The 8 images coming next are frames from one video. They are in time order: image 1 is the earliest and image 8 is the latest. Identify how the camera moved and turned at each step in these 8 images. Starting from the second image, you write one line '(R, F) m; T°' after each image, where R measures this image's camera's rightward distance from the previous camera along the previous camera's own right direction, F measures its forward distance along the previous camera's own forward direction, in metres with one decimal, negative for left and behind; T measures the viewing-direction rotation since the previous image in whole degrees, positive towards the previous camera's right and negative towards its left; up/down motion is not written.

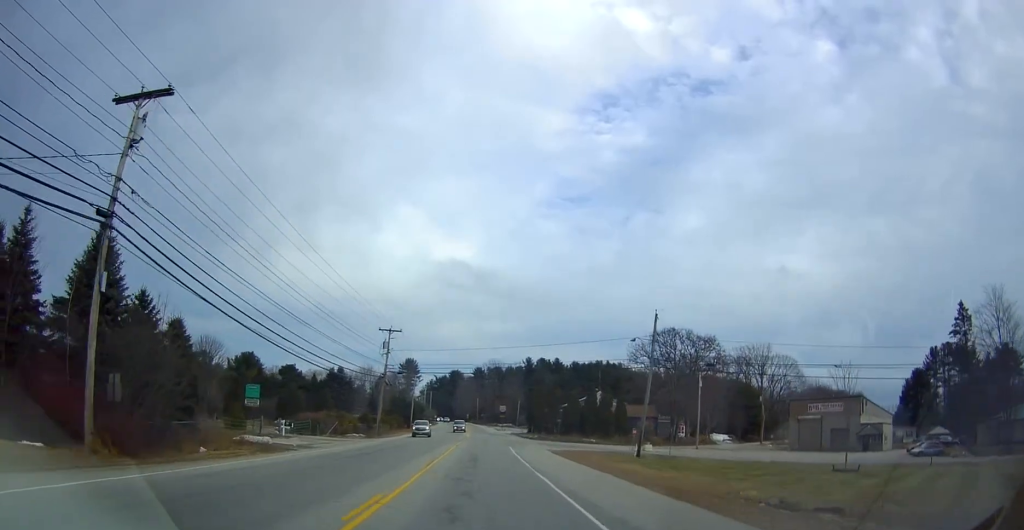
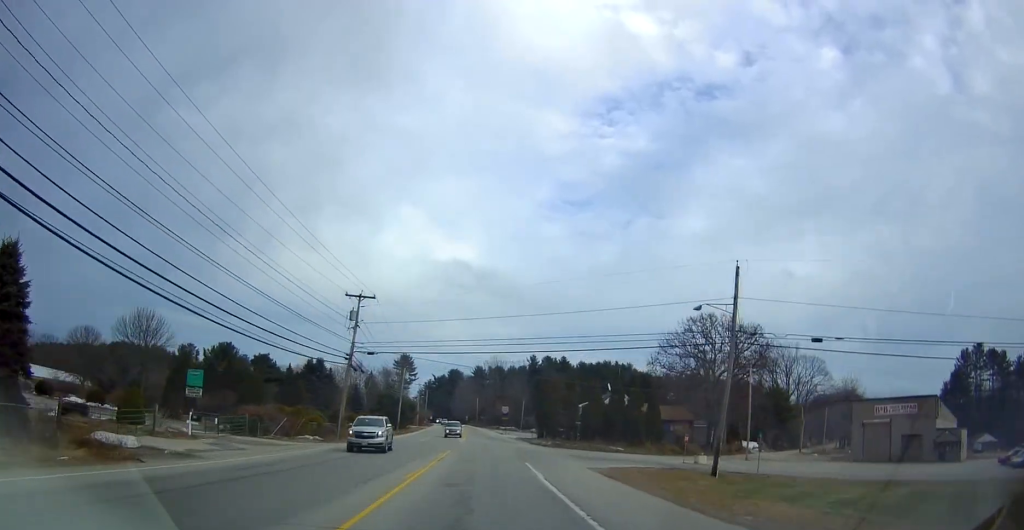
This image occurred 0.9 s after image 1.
(+0.1, +16.7) m; +1°
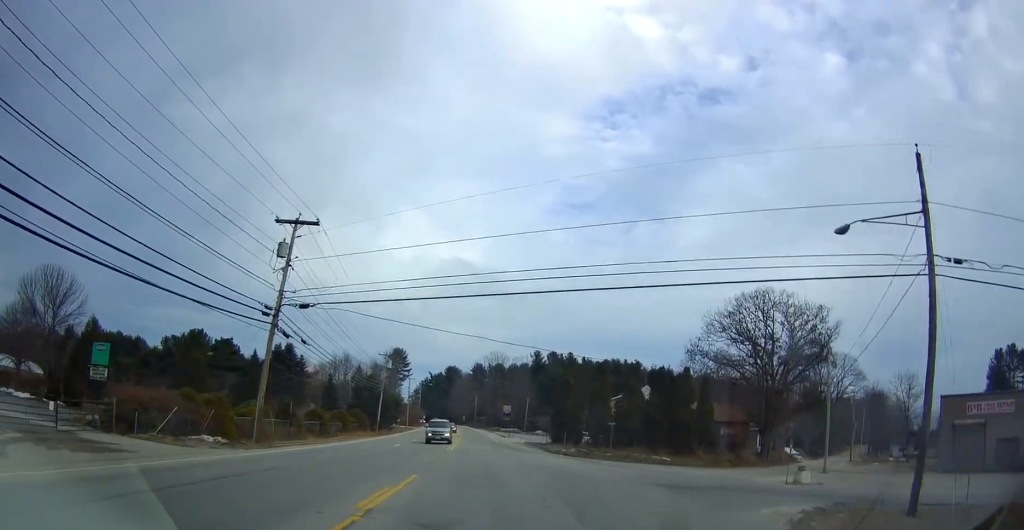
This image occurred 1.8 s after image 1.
(+0.4, +17.3) m; 0°
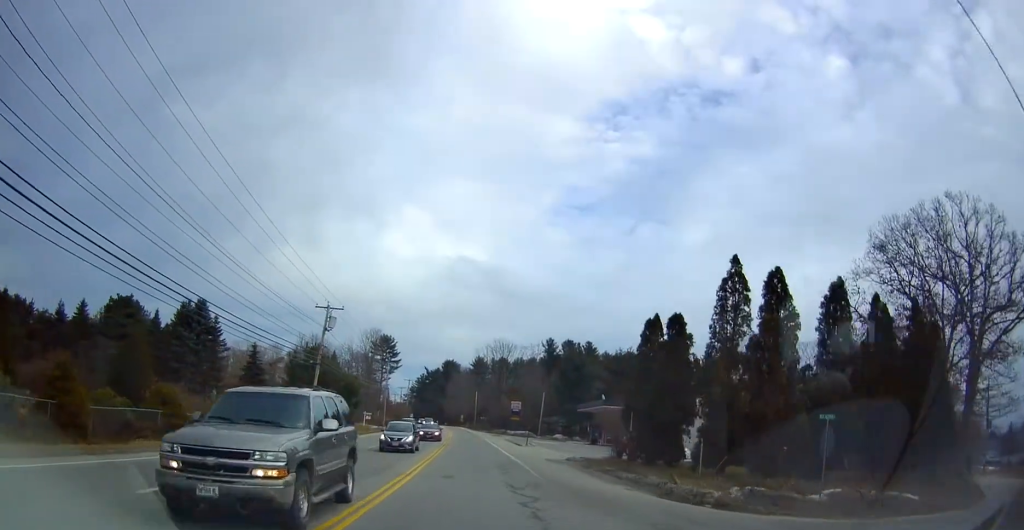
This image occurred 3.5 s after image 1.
(-0.9, +31.3) m; -2°
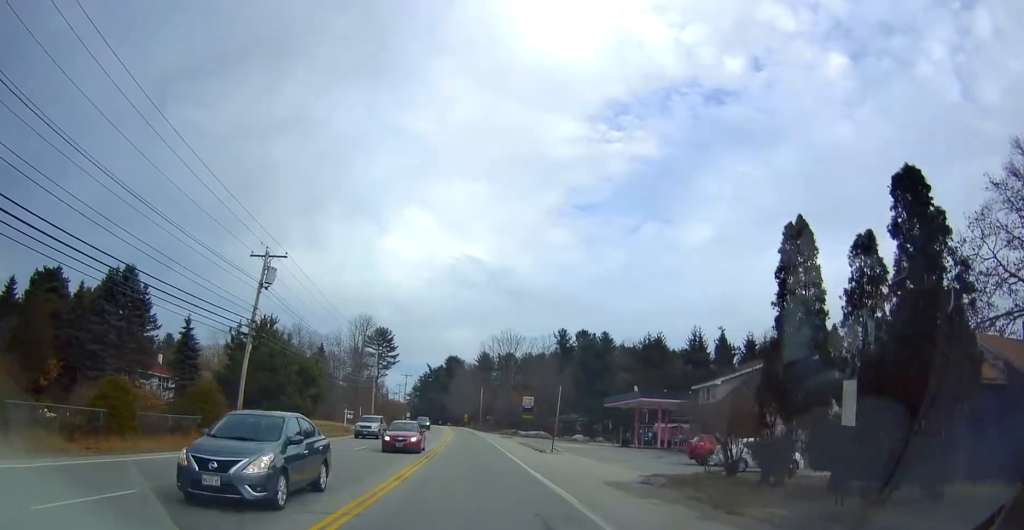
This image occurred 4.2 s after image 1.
(0.0, +15.1) m; 0°
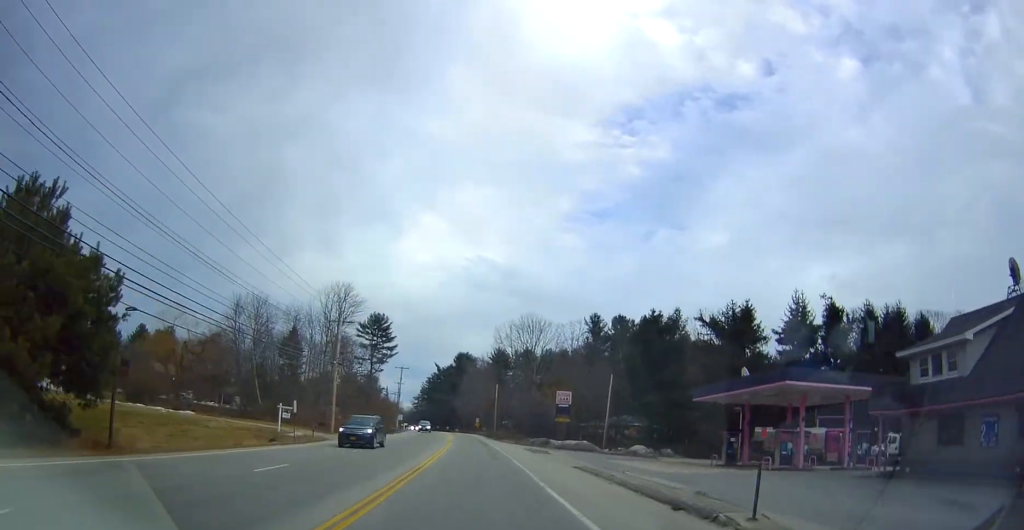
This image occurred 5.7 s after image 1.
(0.0, +26.8) m; -2°
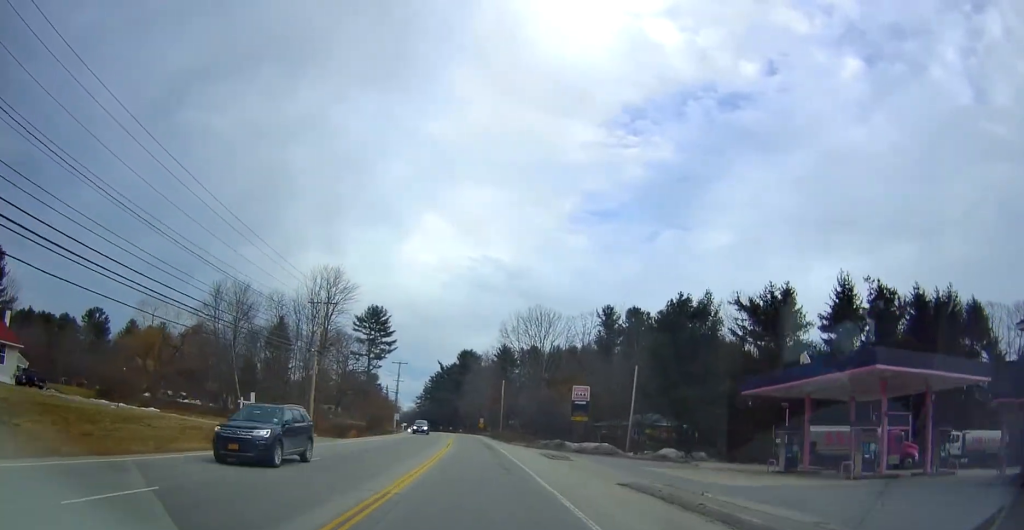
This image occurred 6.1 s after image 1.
(-0.2, +8.2) m; 0°
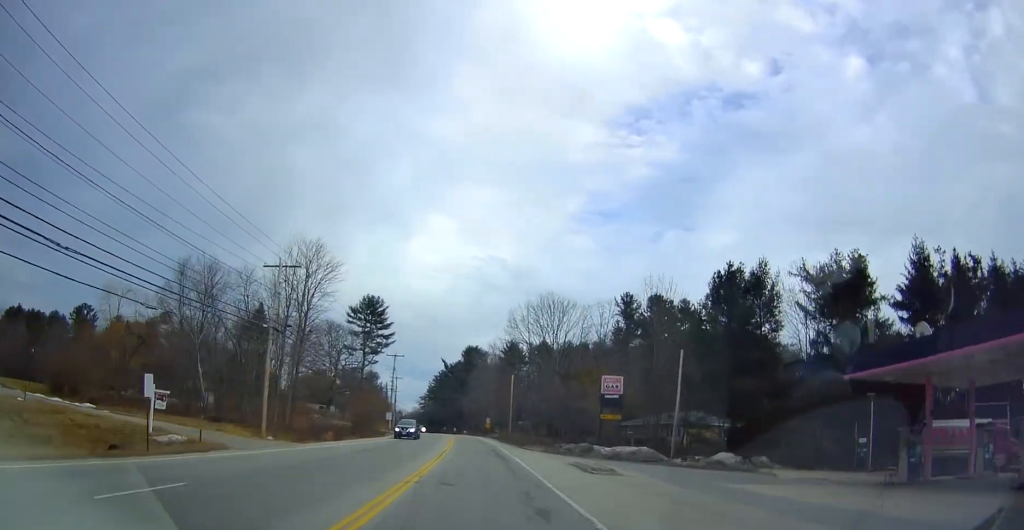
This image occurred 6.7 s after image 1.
(-0.3, +11.0) m; 0°
